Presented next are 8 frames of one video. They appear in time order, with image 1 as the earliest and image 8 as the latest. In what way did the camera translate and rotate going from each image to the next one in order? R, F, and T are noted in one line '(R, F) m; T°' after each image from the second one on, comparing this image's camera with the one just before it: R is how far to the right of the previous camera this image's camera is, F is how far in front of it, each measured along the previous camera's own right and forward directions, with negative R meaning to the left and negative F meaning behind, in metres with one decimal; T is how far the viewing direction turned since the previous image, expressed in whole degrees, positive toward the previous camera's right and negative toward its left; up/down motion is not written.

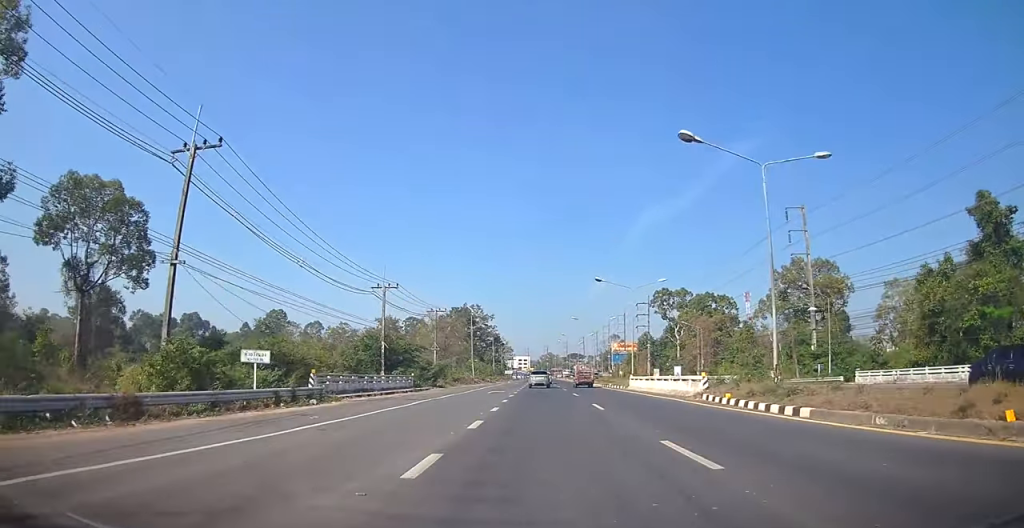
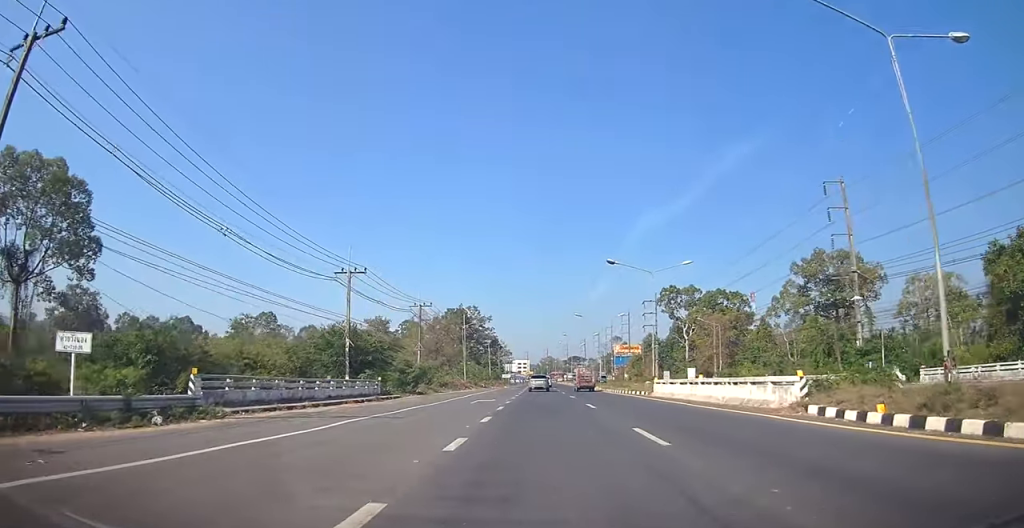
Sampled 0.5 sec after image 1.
(0.0, +9.6) m; 0°
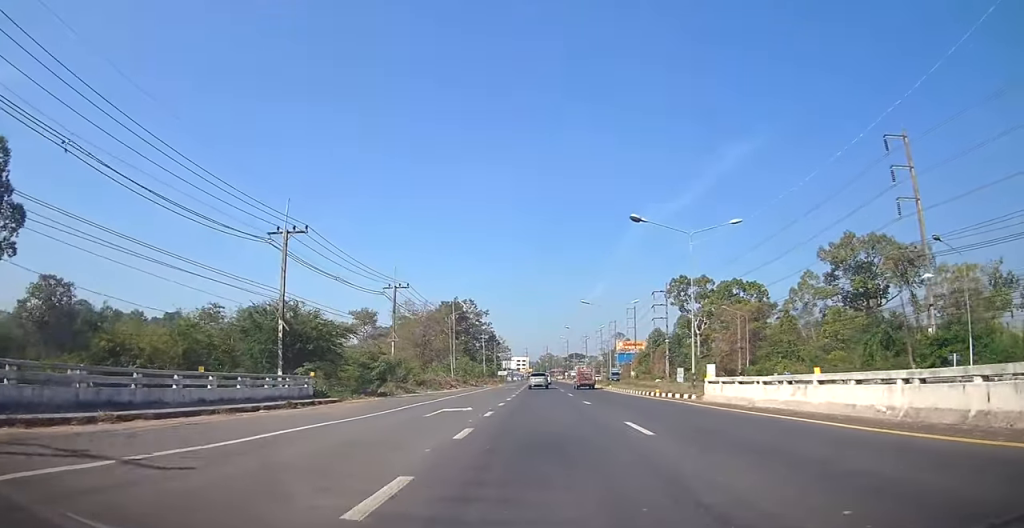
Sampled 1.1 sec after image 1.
(-0.1, +11.1) m; 0°
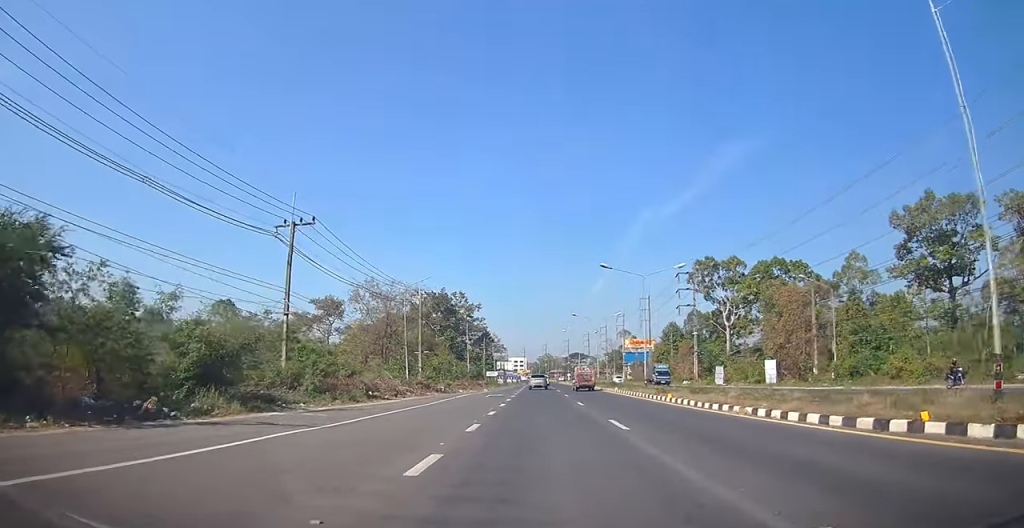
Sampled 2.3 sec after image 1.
(+0.1, +21.9) m; 0°
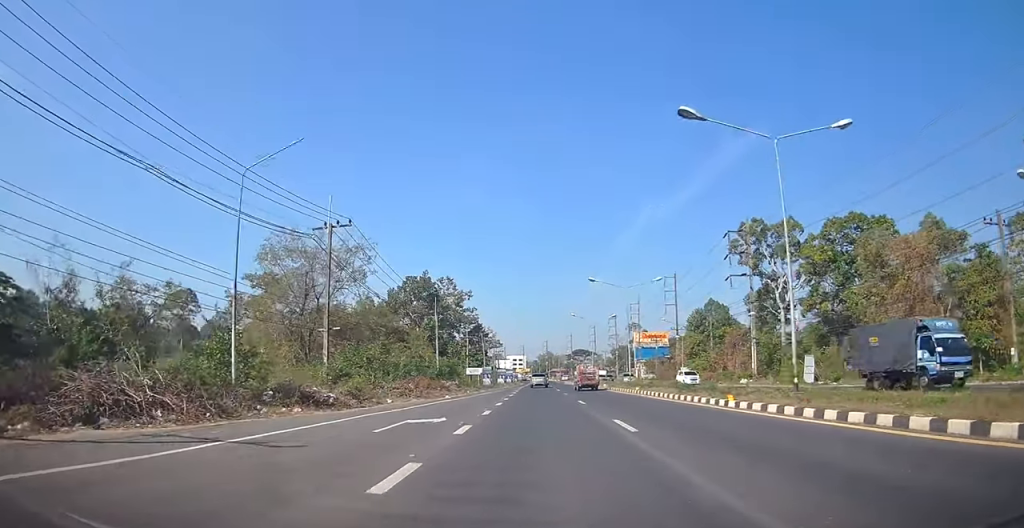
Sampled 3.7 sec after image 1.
(-0.4, +25.3) m; -2°
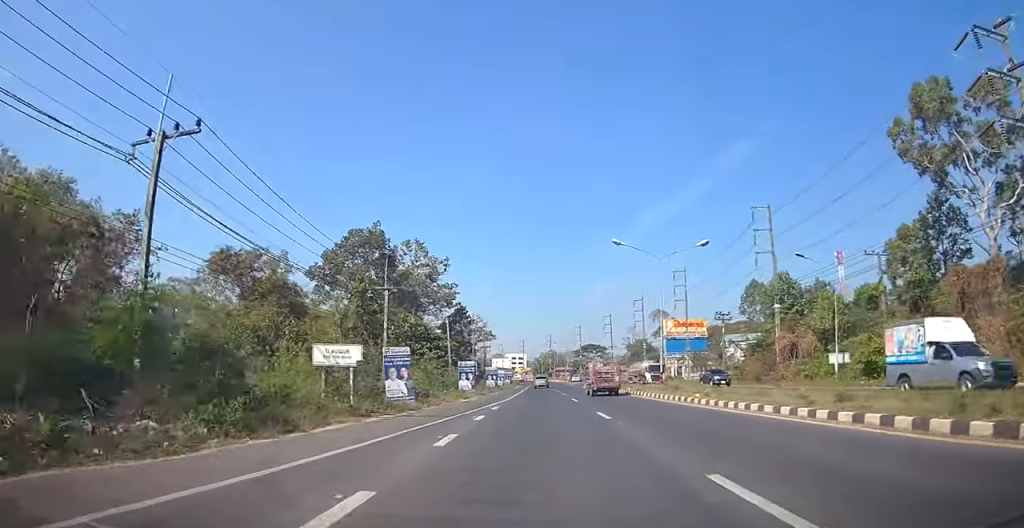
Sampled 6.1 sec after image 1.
(-1.8, +42.3) m; -4°
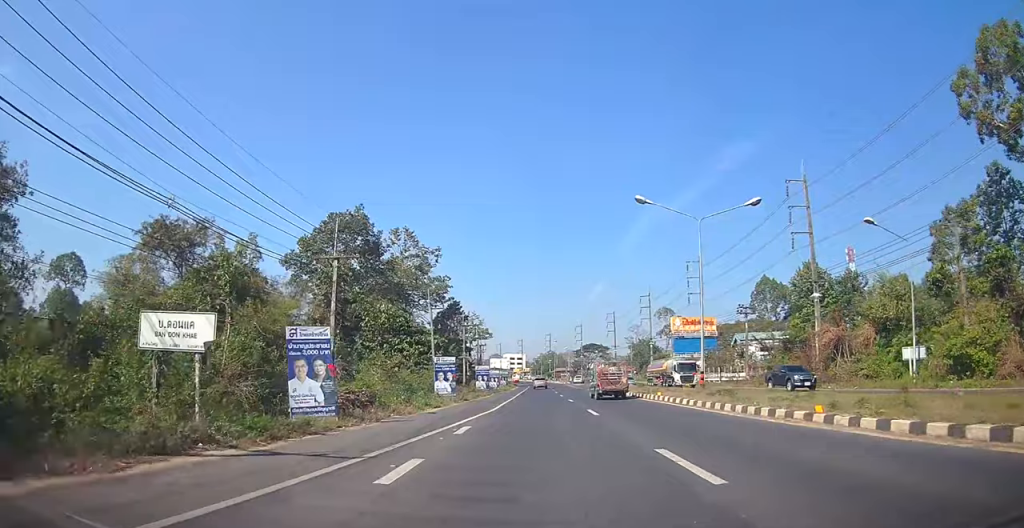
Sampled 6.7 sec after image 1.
(0.0, +8.9) m; 0°
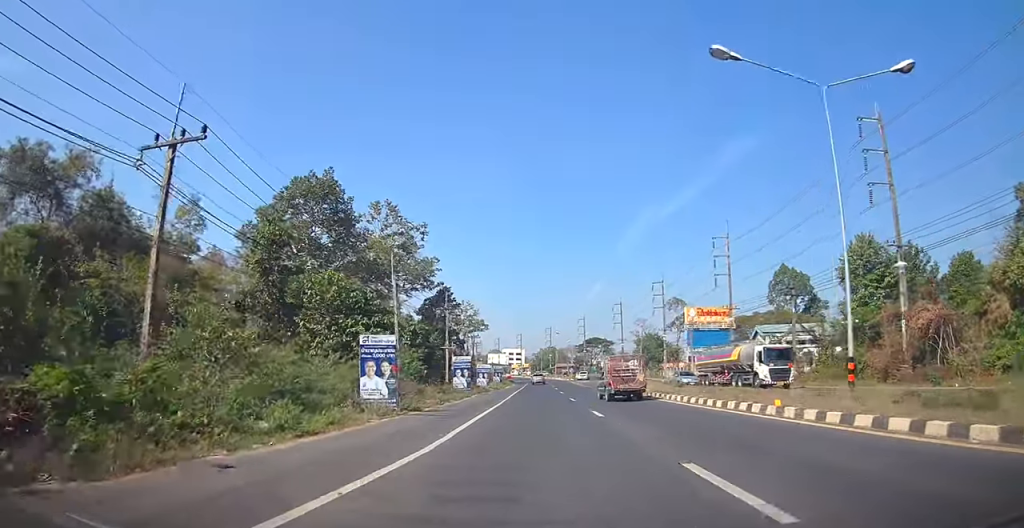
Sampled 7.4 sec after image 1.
(+0.1, +12.8) m; +1°
